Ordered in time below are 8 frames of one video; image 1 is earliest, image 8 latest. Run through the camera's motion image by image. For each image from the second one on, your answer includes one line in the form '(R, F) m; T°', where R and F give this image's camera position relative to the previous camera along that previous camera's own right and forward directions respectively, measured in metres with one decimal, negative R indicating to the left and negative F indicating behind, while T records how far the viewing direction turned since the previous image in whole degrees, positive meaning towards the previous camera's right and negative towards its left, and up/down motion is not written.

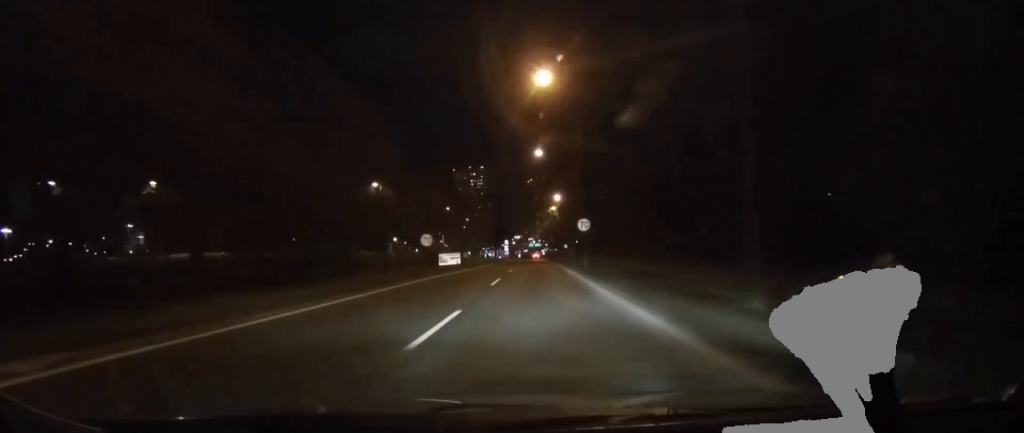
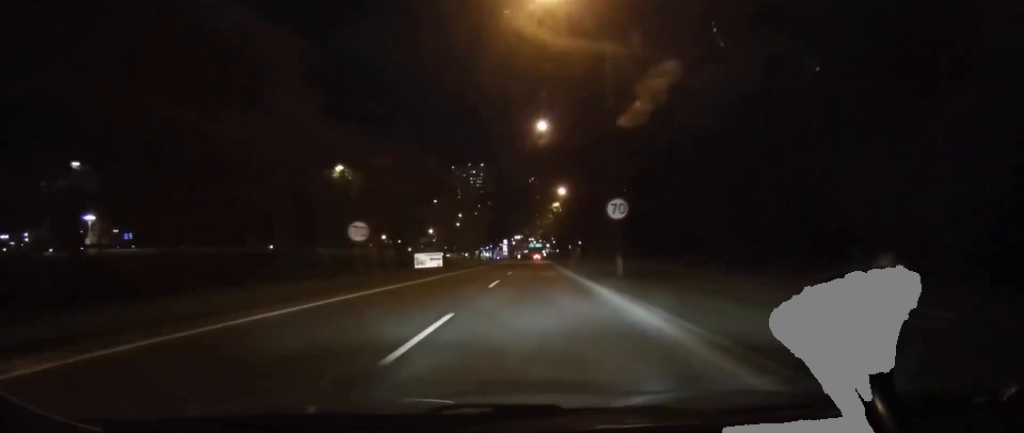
(-0.1, +12.8) m; -1°
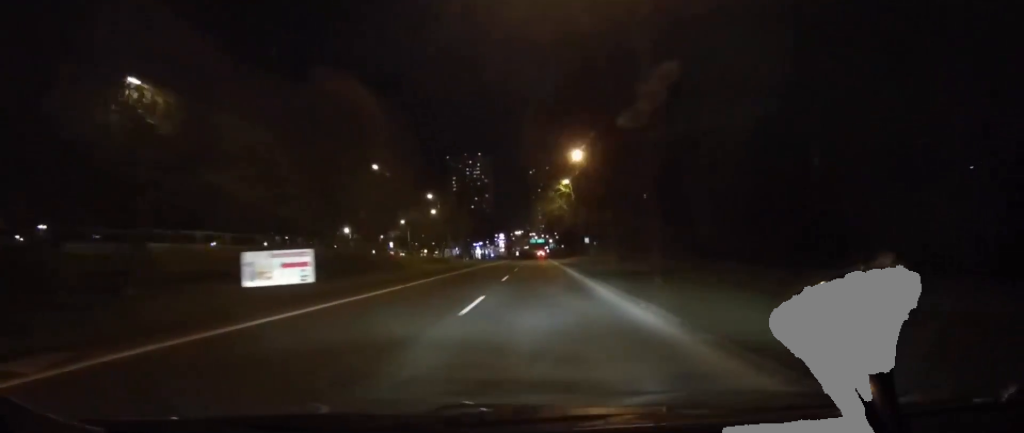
(-0.3, +31.2) m; +1°
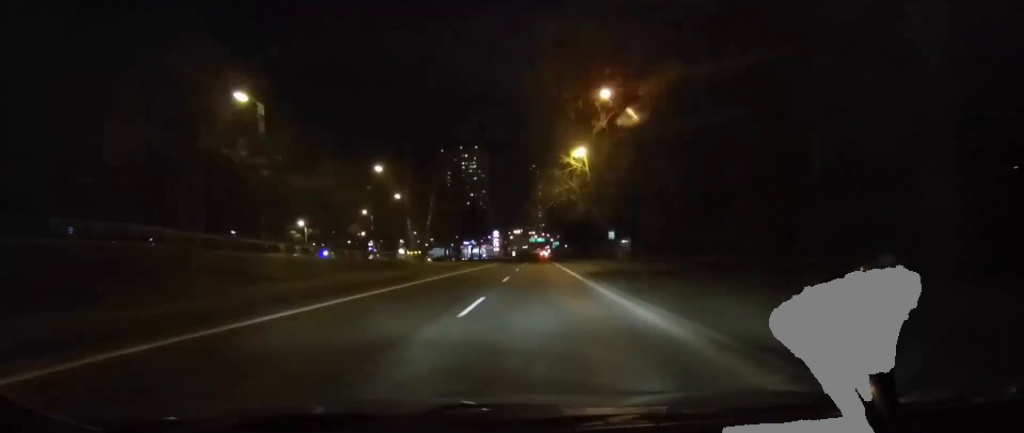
(+0.7, +24.2) m; +2°
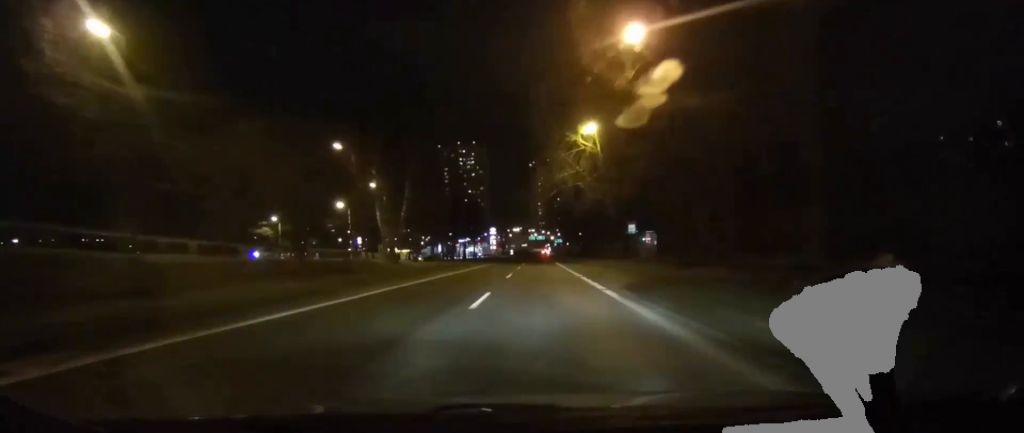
(+0.3, +10.6) m; 0°
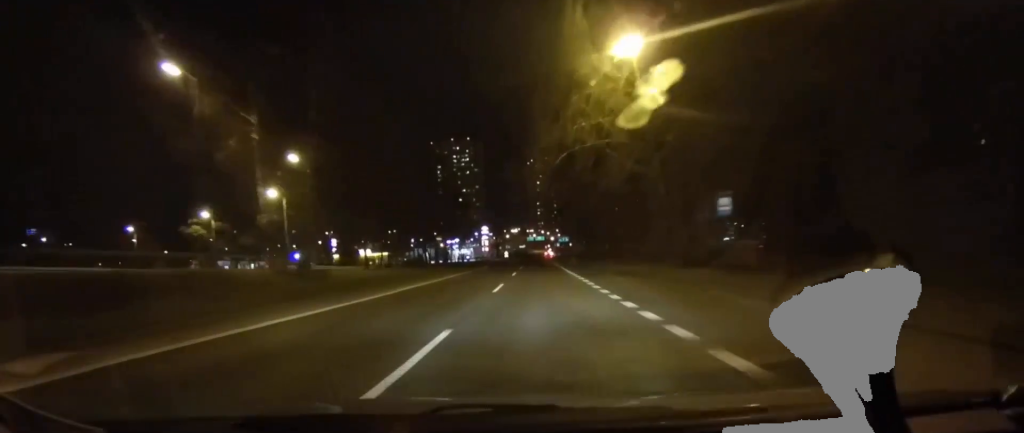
(-0.4, +19.5) m; 0°
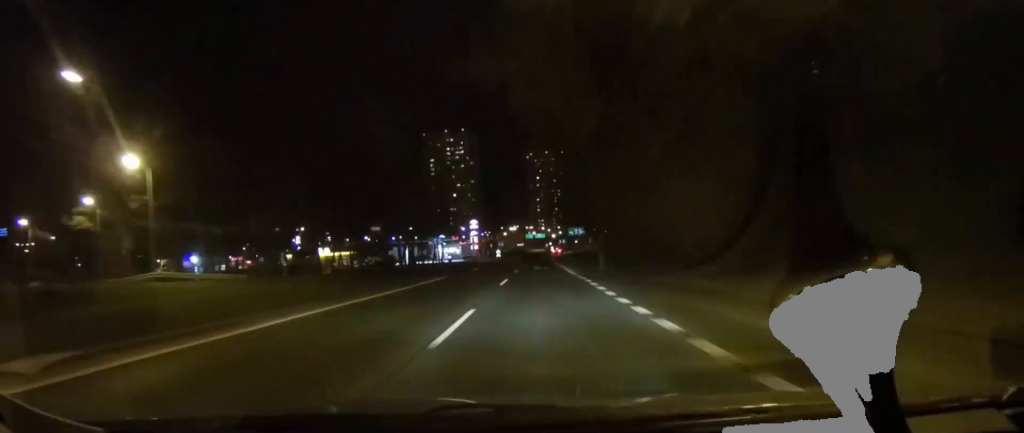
(+0.3, +21.8) m; 0°
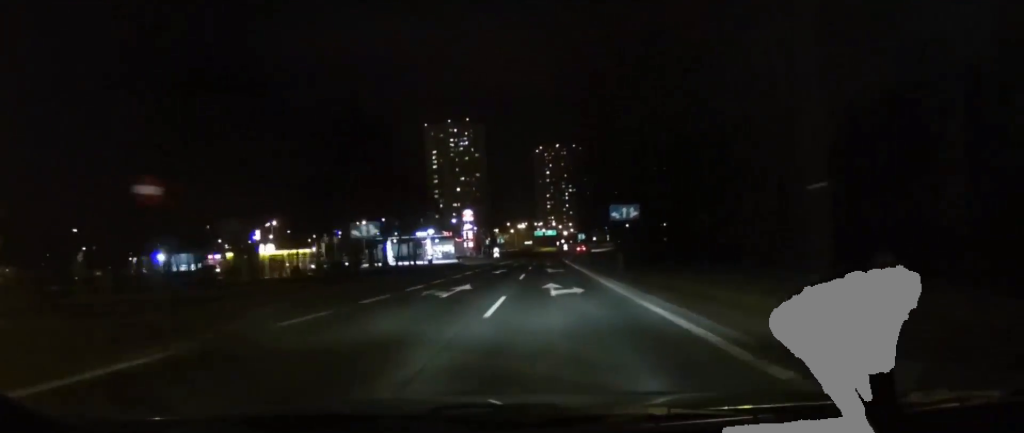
(-0.3, +21.7) m; 0°
